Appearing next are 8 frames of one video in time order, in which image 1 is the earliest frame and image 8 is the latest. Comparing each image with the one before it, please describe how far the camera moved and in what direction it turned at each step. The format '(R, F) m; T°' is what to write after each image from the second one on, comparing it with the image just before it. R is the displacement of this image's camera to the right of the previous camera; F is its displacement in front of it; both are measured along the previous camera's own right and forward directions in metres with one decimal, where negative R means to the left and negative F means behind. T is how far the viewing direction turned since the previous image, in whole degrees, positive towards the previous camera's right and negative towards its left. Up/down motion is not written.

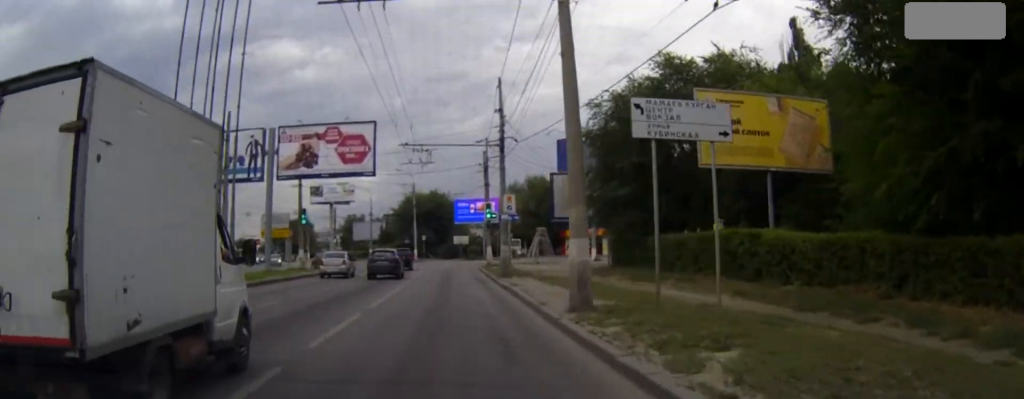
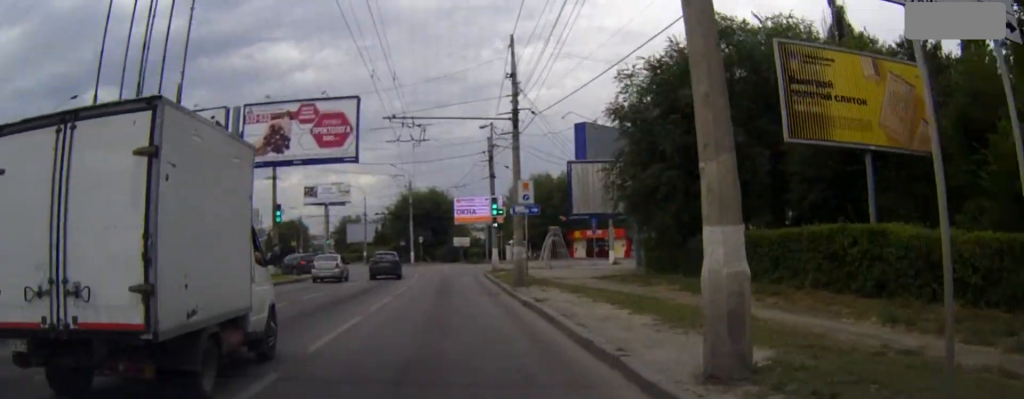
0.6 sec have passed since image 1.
(0.0, +8.2) m; -1°
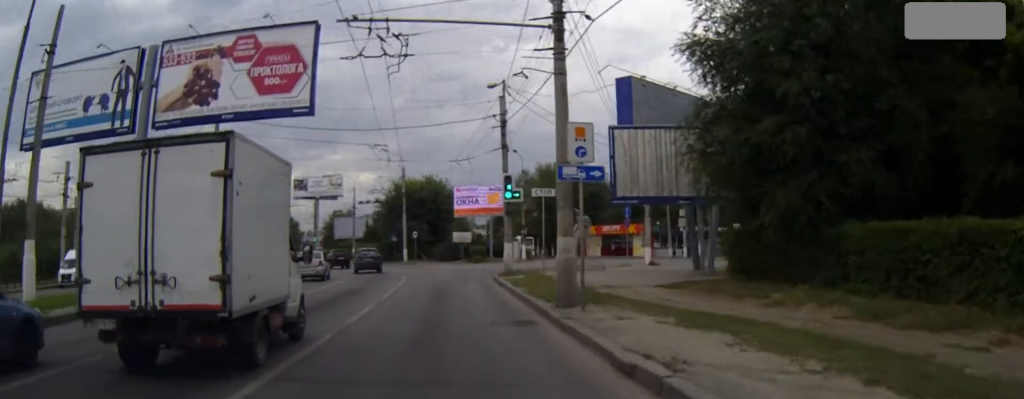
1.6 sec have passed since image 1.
(-0.1, +12.4) m; 0°
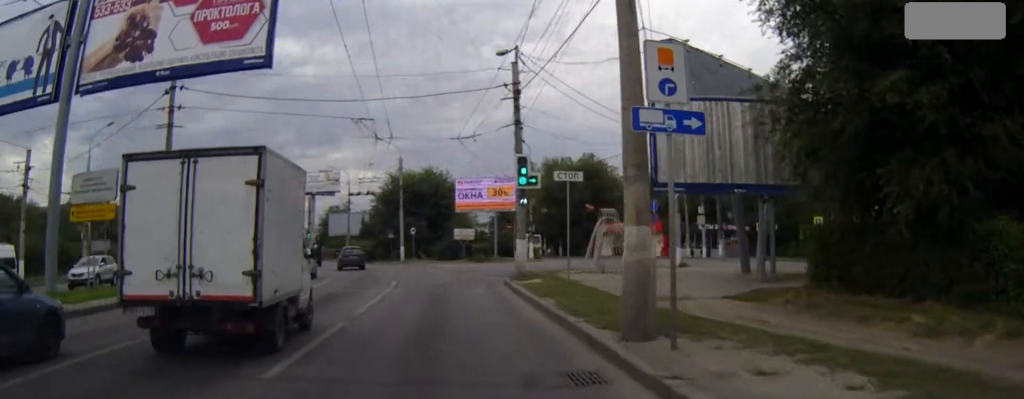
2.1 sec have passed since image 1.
(0.0, +6.7) m; 0°
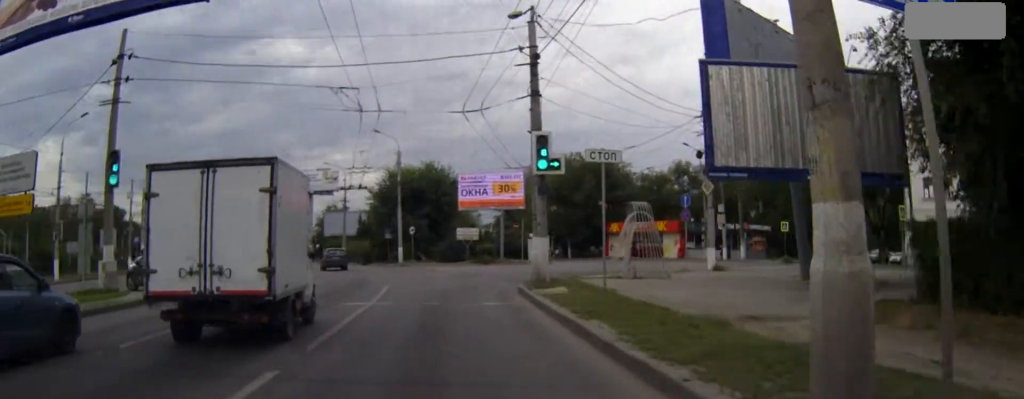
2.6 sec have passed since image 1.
(0.0, +5.8) m; 0°
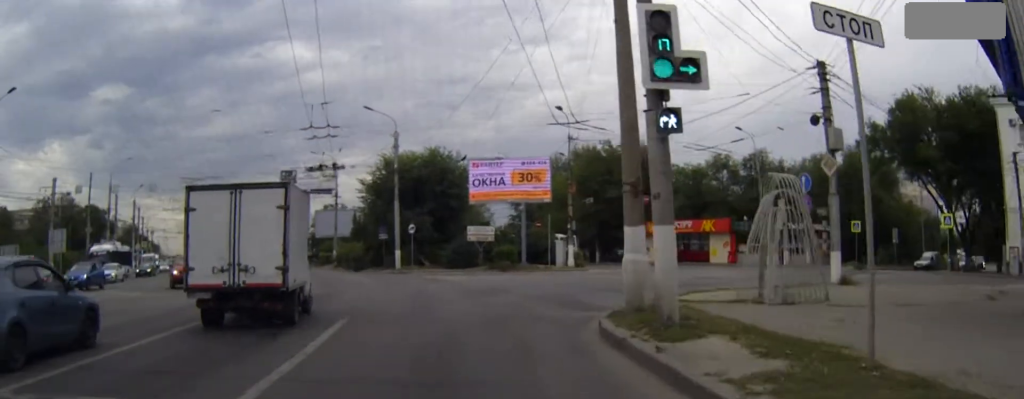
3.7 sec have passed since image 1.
(-0.1, +13.3) m; +1°
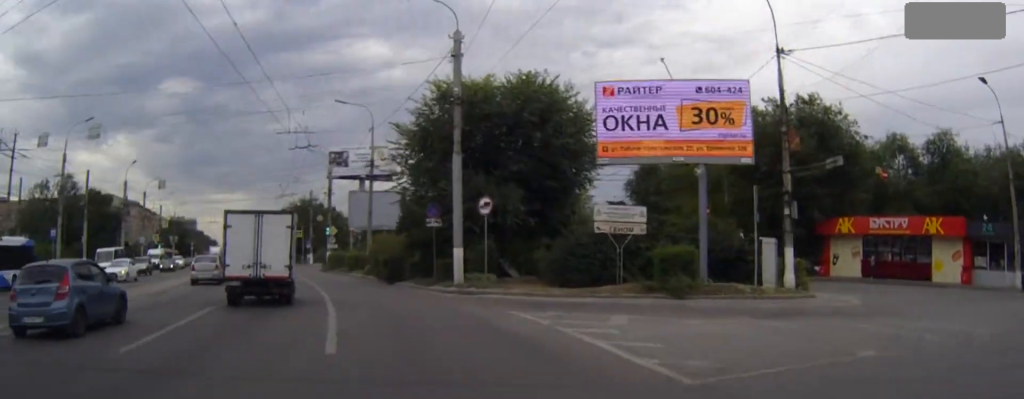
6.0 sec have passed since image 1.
(-0.2, +26.6) m; -4°
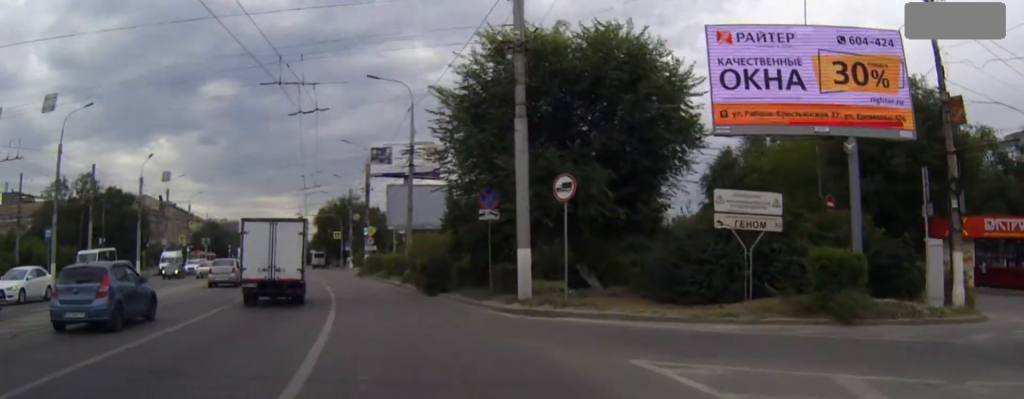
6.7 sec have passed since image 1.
(-0.3, +8.0) m; -3°
